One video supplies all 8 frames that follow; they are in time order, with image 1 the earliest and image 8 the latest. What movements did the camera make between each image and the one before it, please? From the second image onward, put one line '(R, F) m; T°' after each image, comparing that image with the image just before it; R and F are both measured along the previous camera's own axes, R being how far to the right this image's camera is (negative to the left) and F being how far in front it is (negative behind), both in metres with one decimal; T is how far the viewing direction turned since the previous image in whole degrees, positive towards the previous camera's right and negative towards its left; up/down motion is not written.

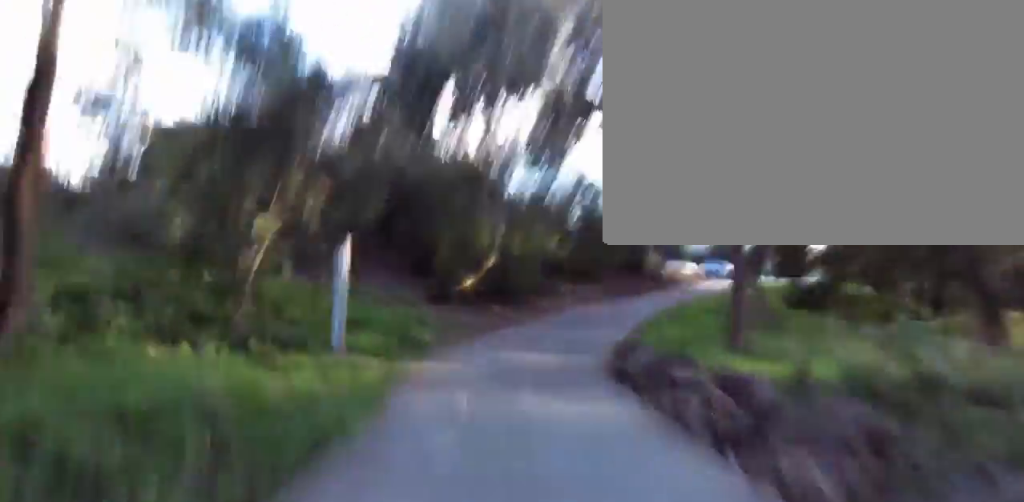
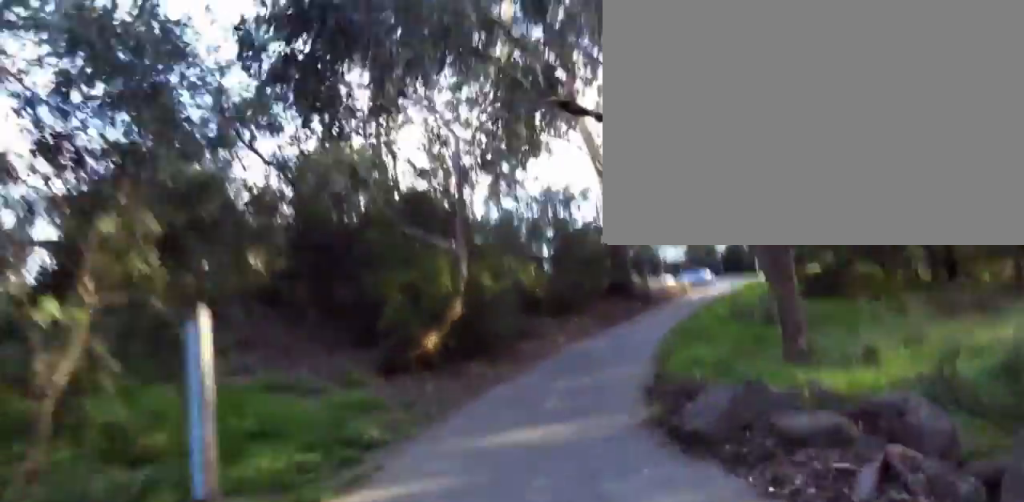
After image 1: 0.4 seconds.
(-0.2, +3.5) m; +6°
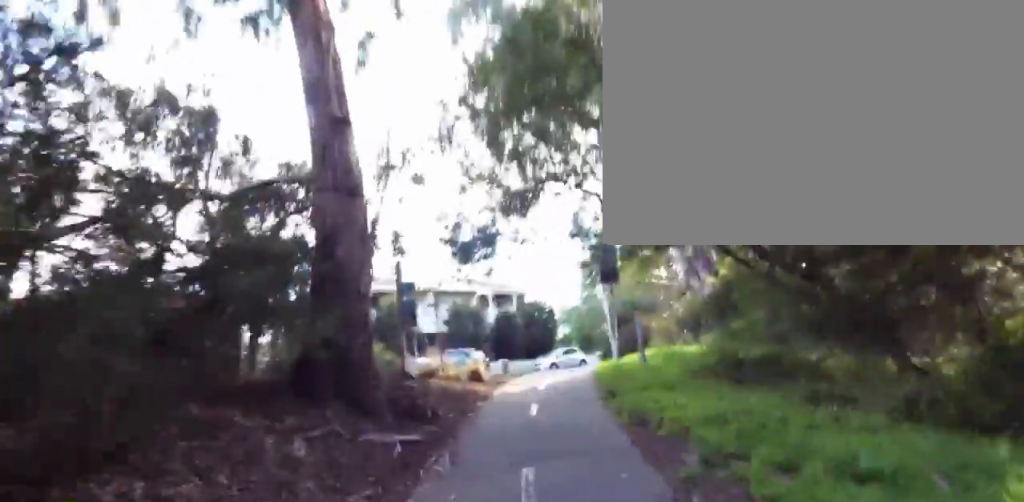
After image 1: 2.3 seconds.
(+2.4, +12.5) m; +16°
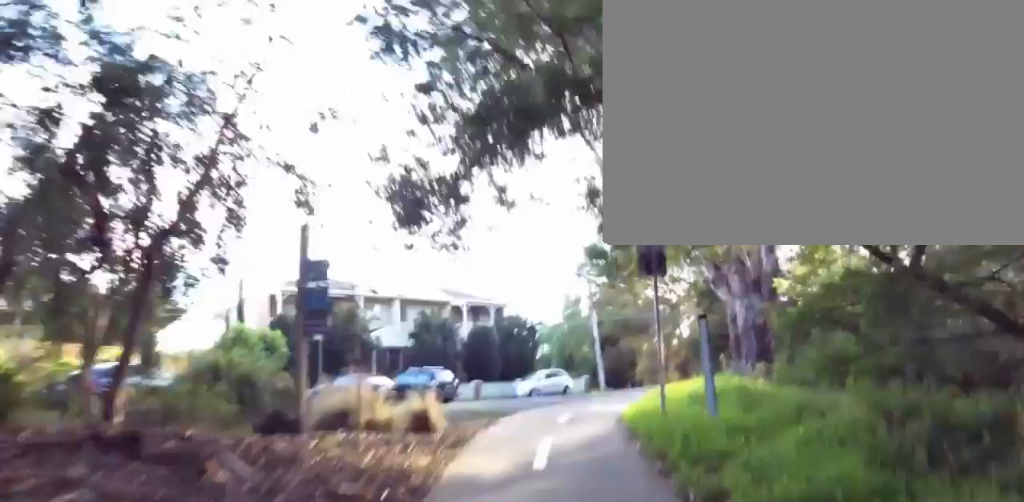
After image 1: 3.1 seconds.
(0.0, +4.9) m; +7°
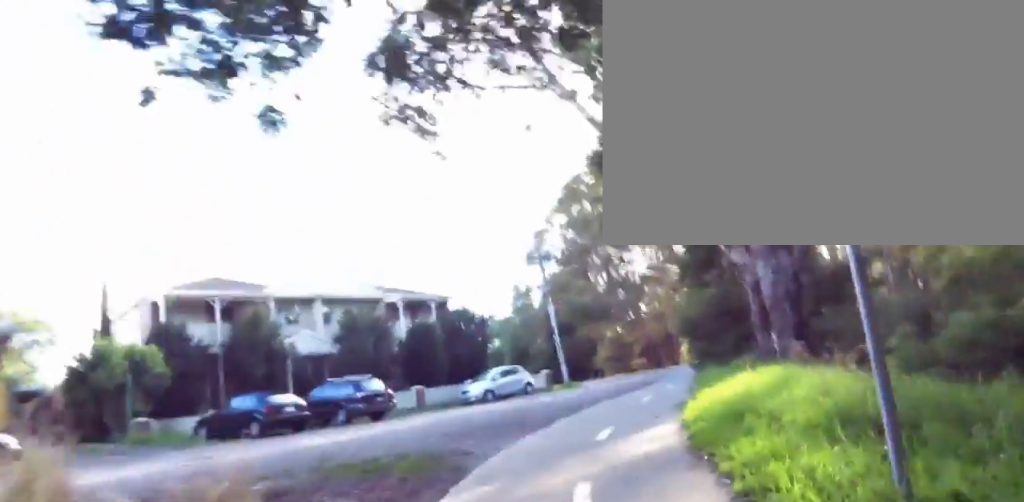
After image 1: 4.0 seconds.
(+0.8, +5.0) m; +14°
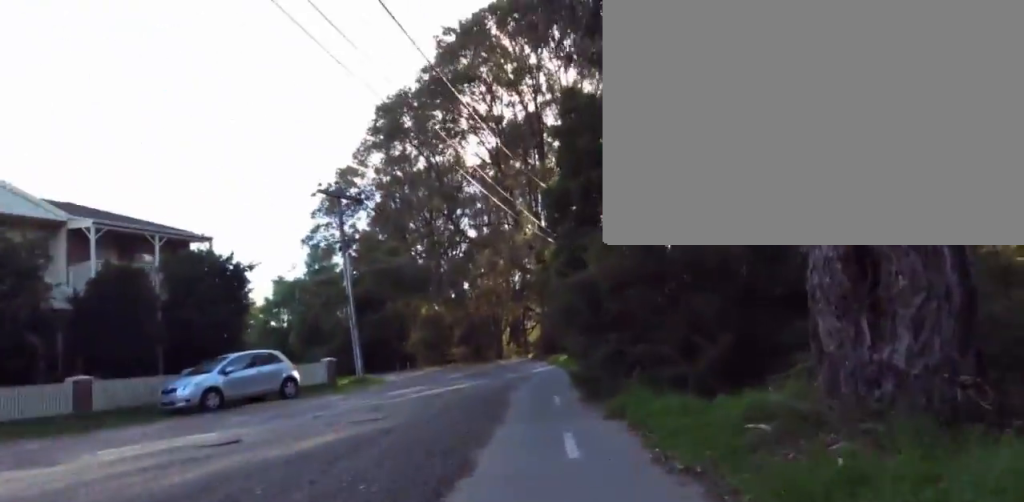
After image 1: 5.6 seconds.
(+1.9, +8.2) m; +13°
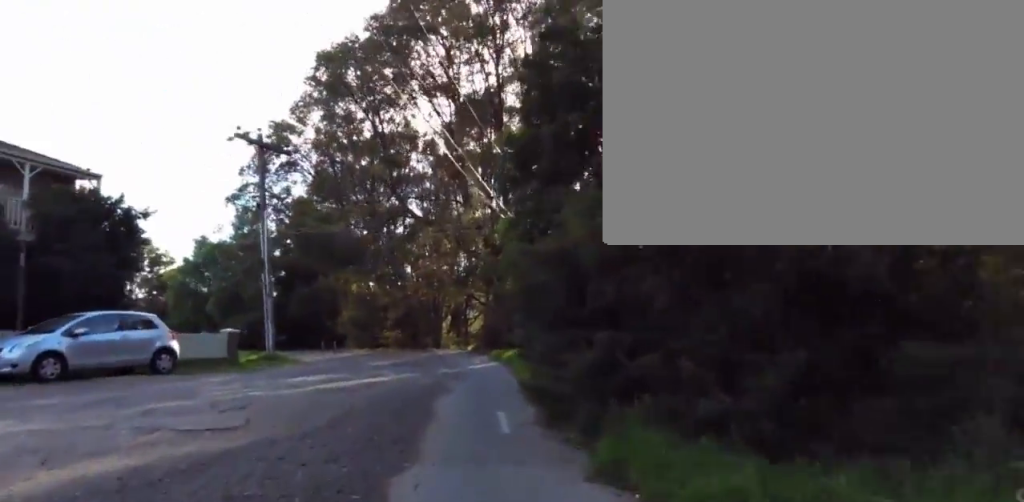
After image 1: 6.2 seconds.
(-0.4, +3.2) m; +1°
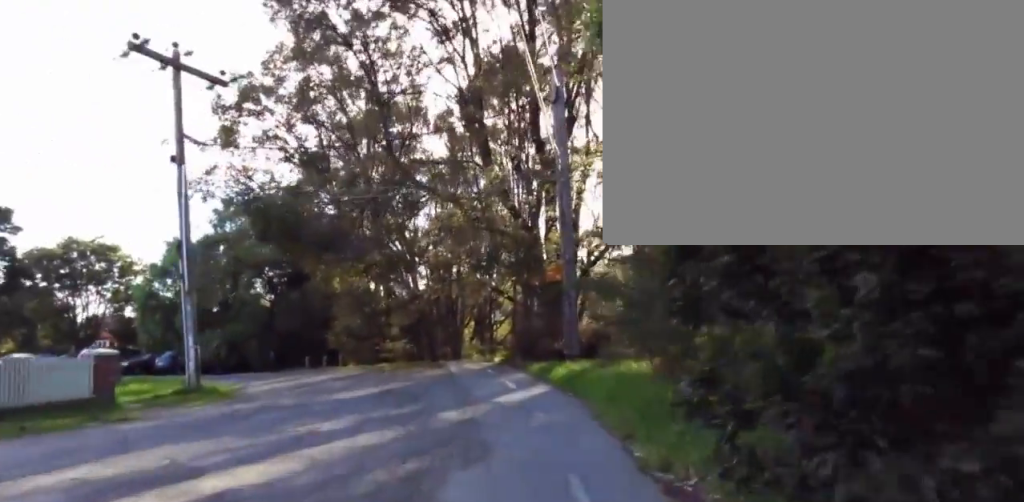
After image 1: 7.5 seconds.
(+0.4, +8.2) m; +2°
